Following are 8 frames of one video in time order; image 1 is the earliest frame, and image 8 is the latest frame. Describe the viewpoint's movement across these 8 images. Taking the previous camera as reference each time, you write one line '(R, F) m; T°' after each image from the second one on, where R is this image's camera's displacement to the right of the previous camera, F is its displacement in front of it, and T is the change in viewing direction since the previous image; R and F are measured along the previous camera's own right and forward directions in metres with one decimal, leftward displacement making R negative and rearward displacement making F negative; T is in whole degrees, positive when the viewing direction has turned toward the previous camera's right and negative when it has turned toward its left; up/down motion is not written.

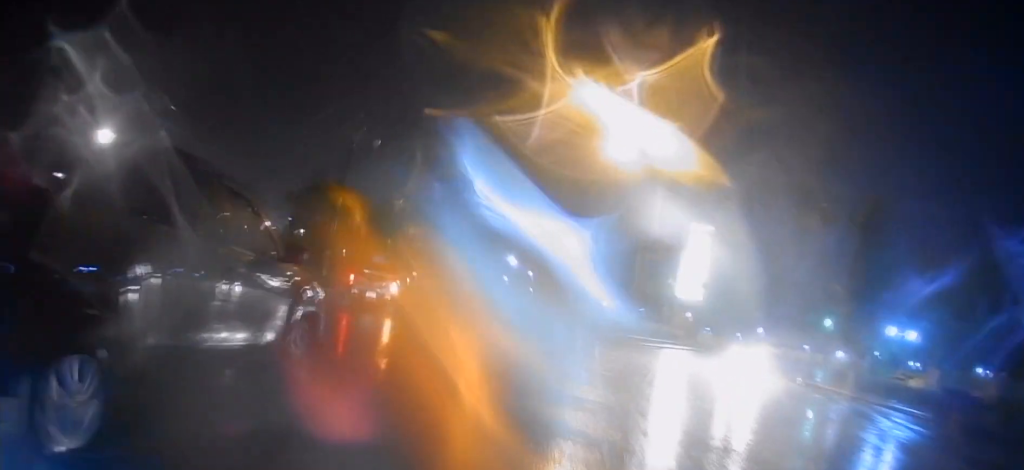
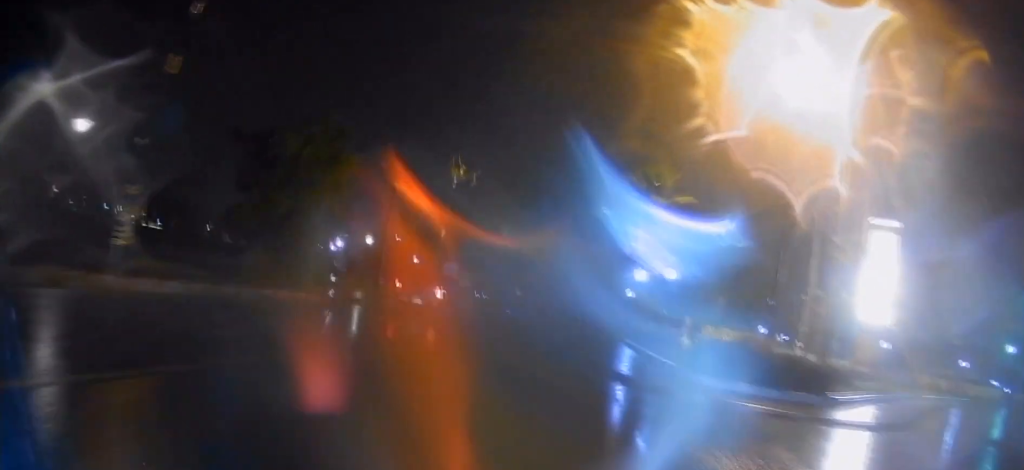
(-3.2, +18.8) m; -15°
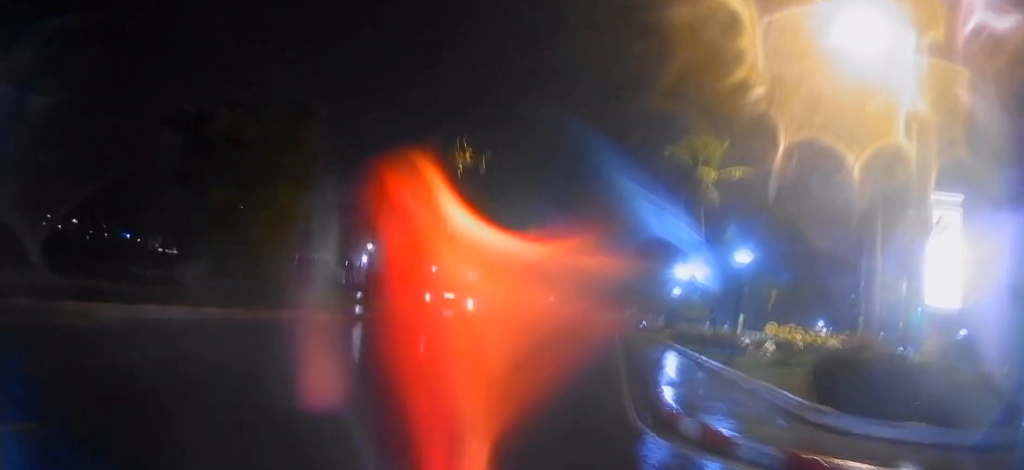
(-0.1, +6.1) m; -1°
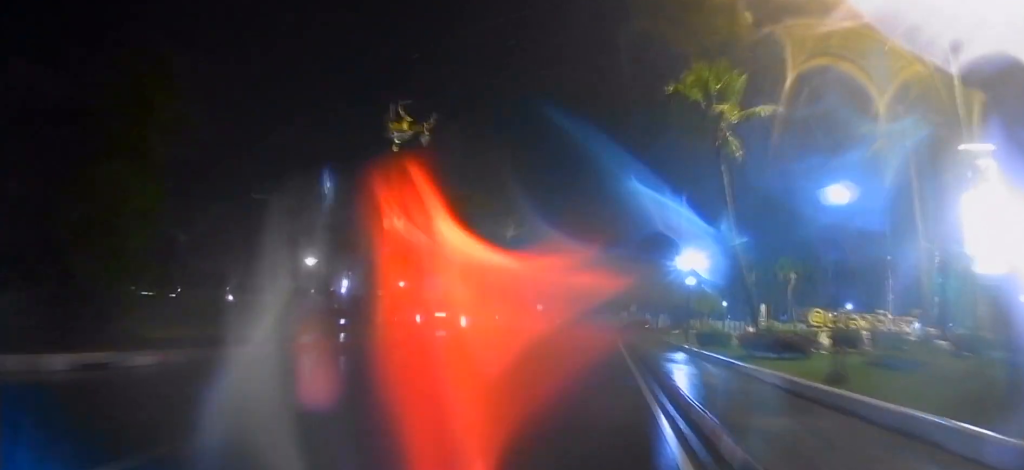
(0.0, +7.6) m; -1°
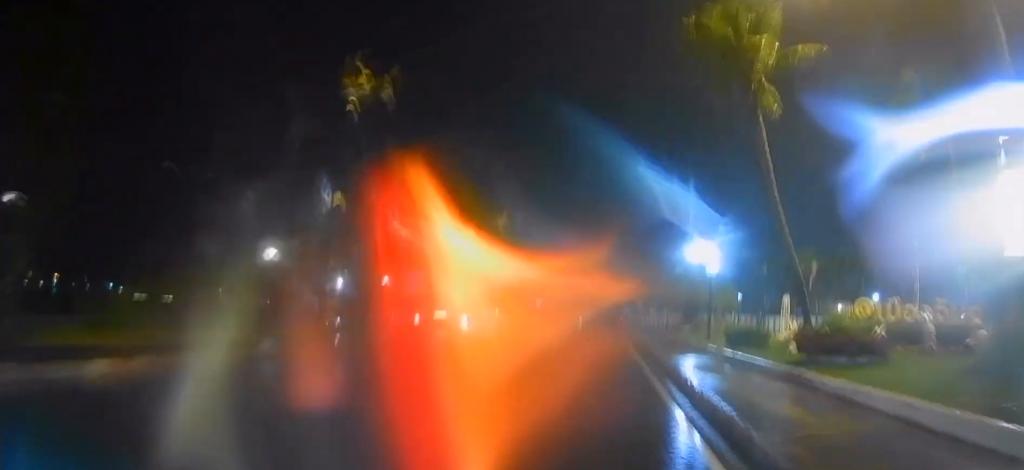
(-0.2, +4.5) m; +2°
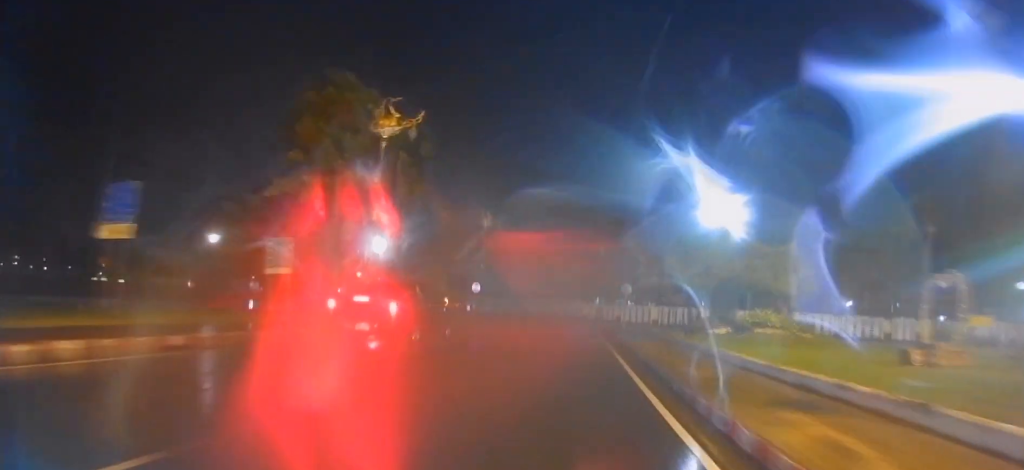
(+1.1, +19.6) m; 0°
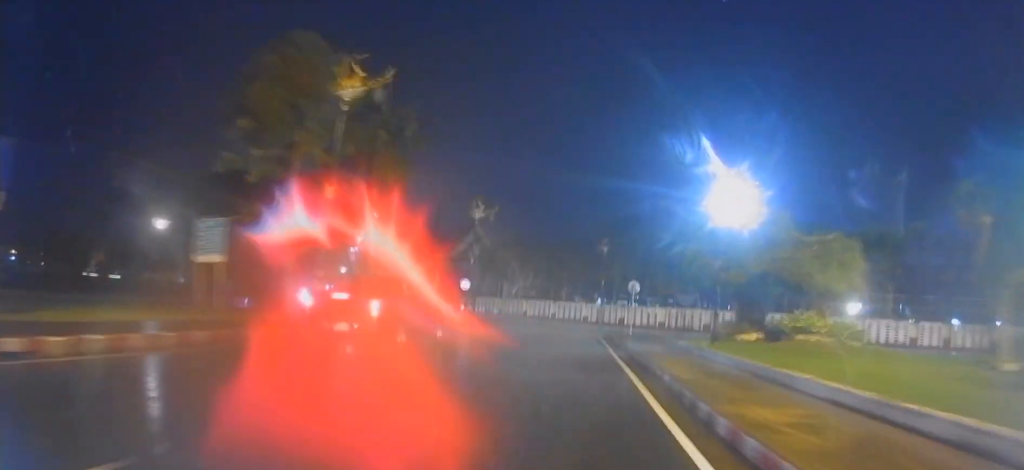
(0.0, +4.4) m; -3°
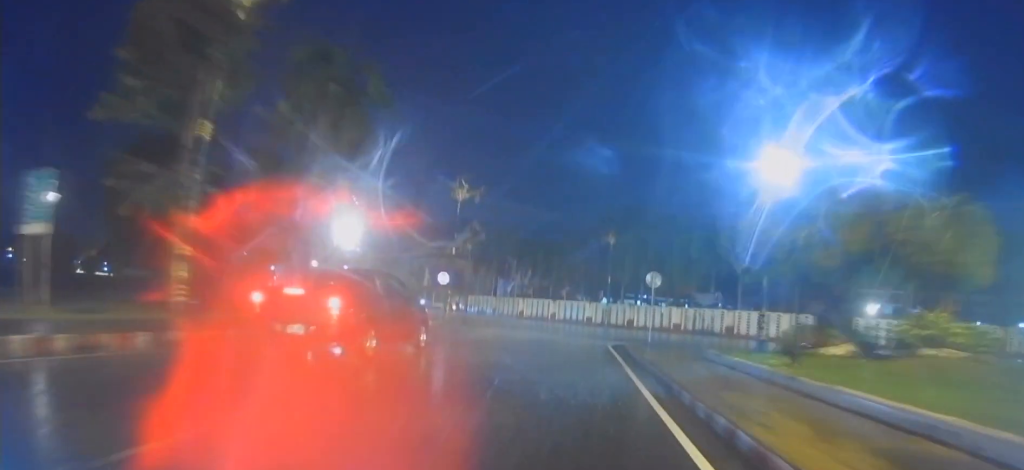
(-0.3, +7.4) m; 0°
